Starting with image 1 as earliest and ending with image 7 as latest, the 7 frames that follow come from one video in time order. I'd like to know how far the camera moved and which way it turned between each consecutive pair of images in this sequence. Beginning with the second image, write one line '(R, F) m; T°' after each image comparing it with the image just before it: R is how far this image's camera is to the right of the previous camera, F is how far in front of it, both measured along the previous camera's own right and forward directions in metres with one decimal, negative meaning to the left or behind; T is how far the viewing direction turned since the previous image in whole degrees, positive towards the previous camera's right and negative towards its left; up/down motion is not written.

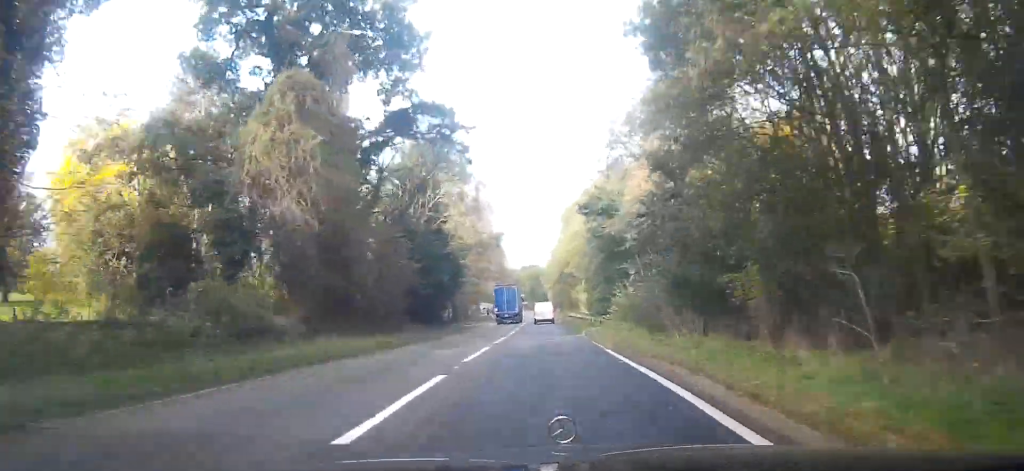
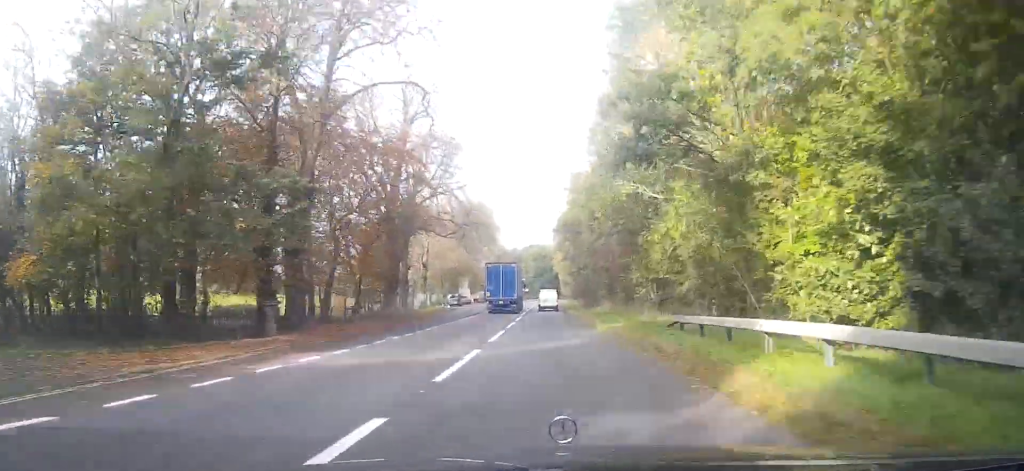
(0.0, +58.7) m; 0°
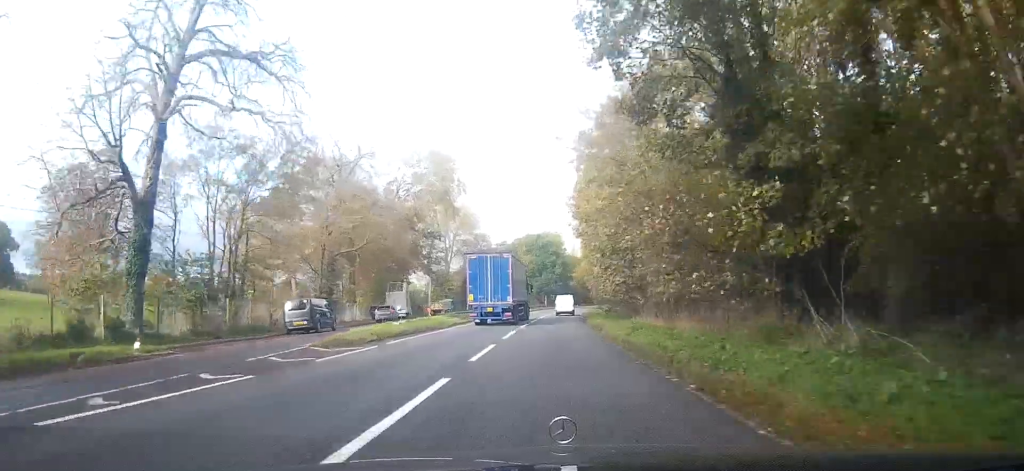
(0.0, +59.3) m; 0°
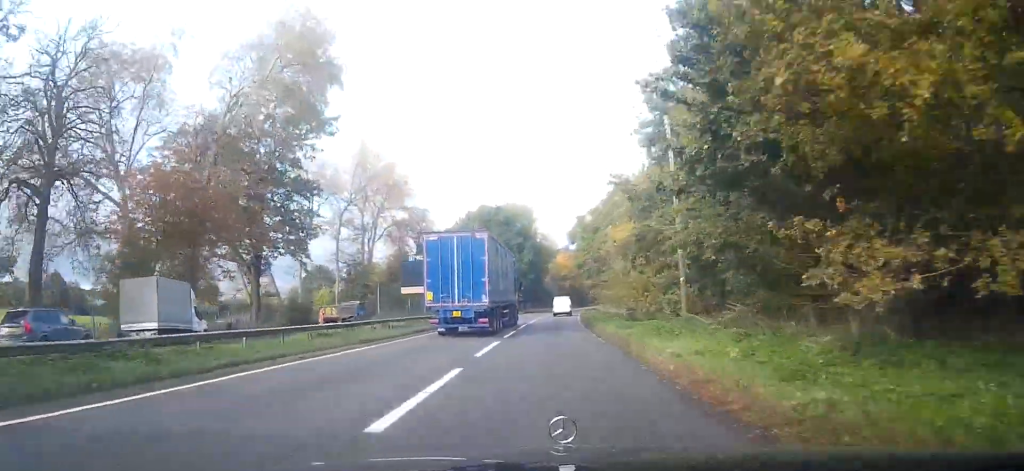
(0.0, +43.6) m; 0°
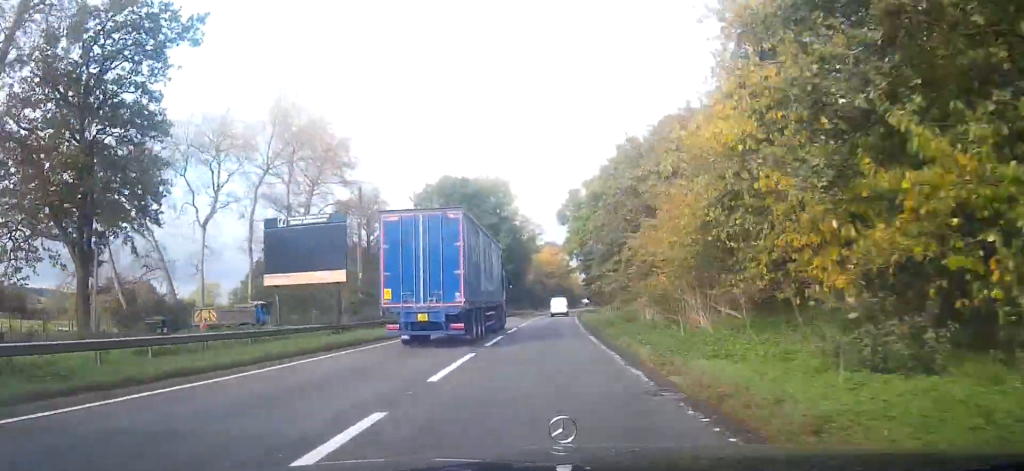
(0.0, +21.7) m; 0°
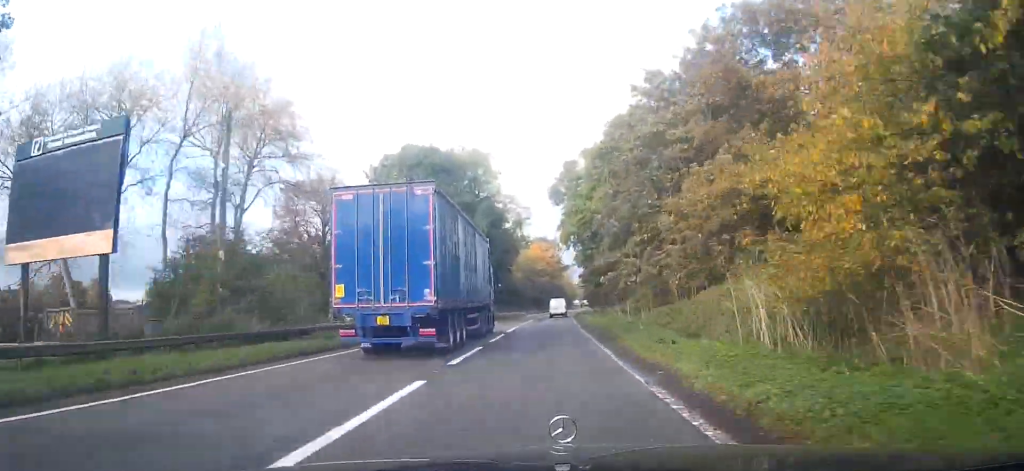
(0.0, +14.8) m; 0°
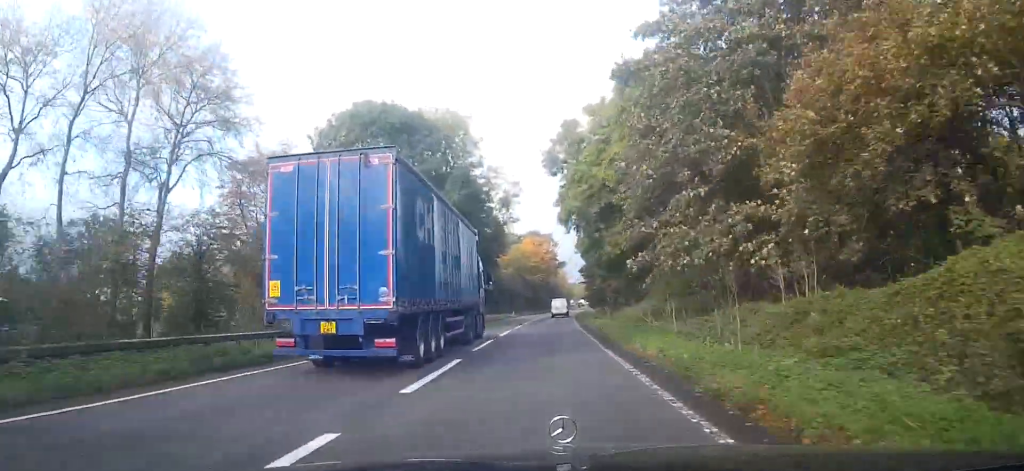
(0.0, +13.0) m; 0°
